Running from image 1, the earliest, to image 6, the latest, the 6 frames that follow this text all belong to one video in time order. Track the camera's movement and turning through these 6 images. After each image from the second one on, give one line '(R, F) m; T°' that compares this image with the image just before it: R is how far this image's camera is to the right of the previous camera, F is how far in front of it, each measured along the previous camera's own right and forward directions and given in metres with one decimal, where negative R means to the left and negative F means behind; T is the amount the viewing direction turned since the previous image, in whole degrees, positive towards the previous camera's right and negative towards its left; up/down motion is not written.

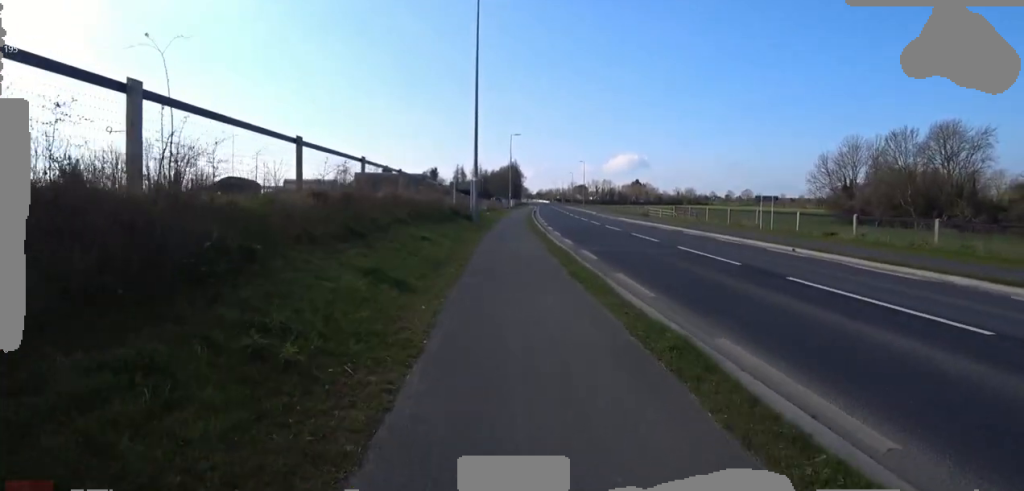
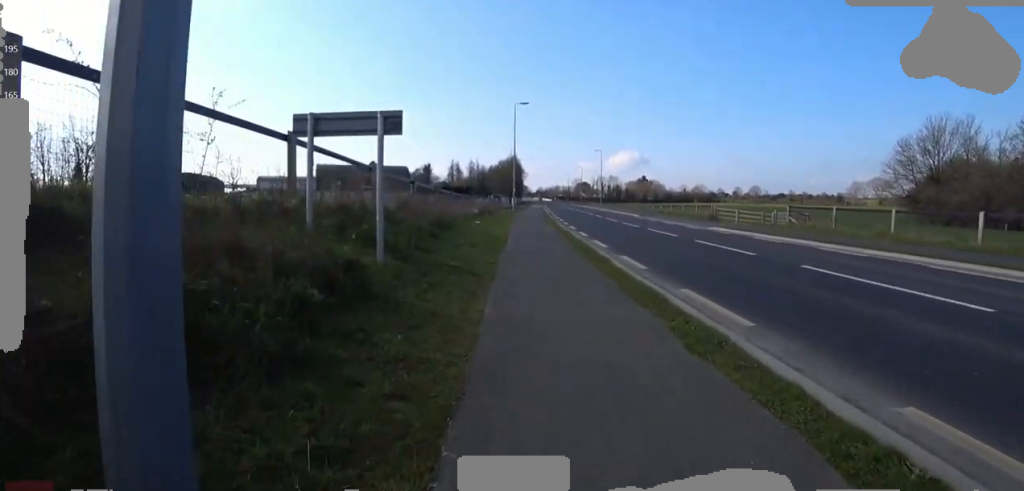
(0.0, +17.8) m; 0°
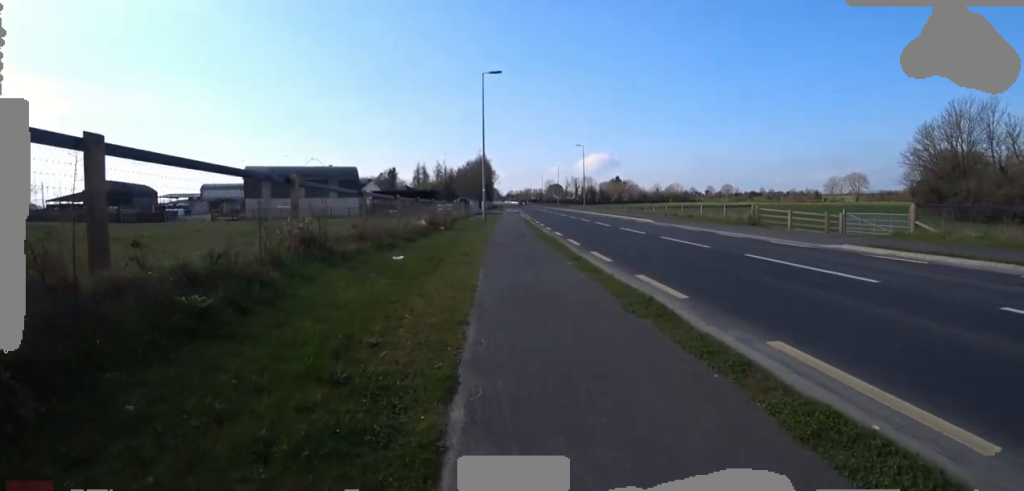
(+0.1, +10.6) m; +5°
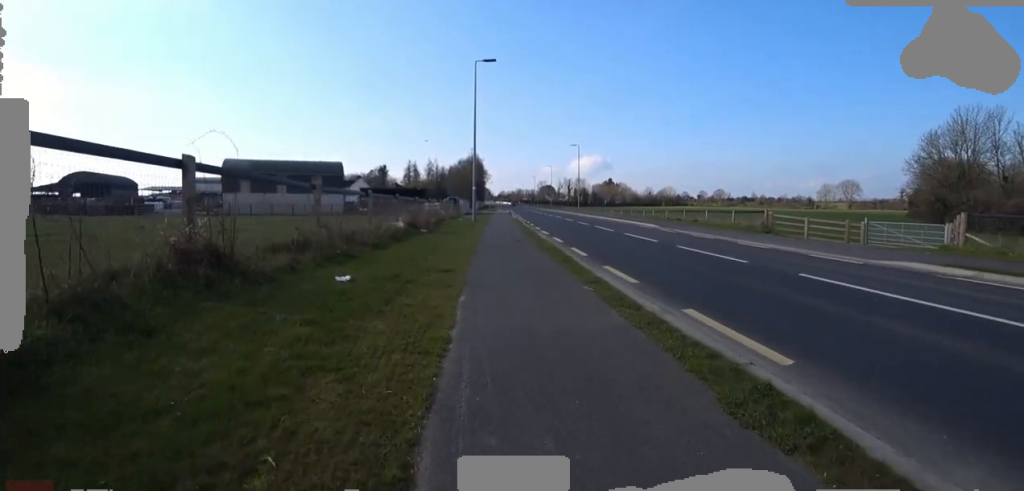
(-0.1, +2.4) m; +3°
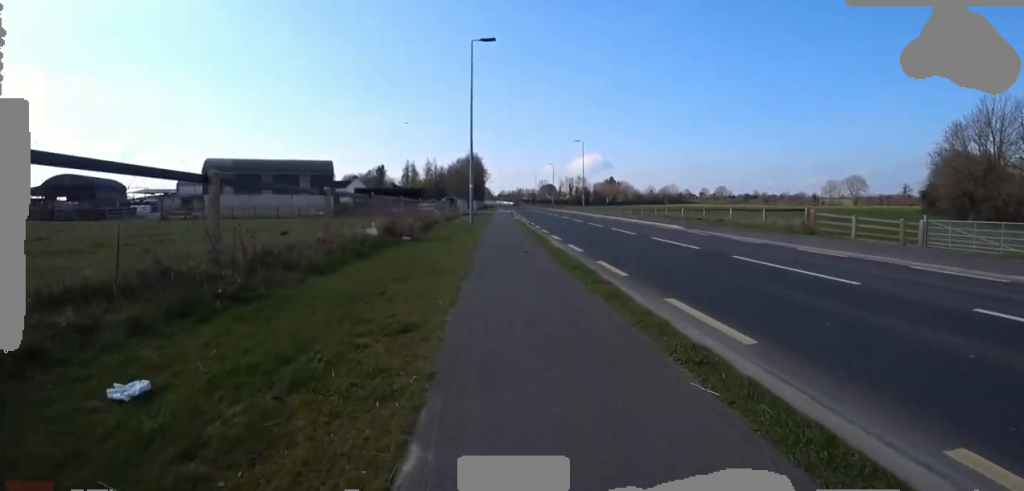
(+0.3, +3.4) m; 0°
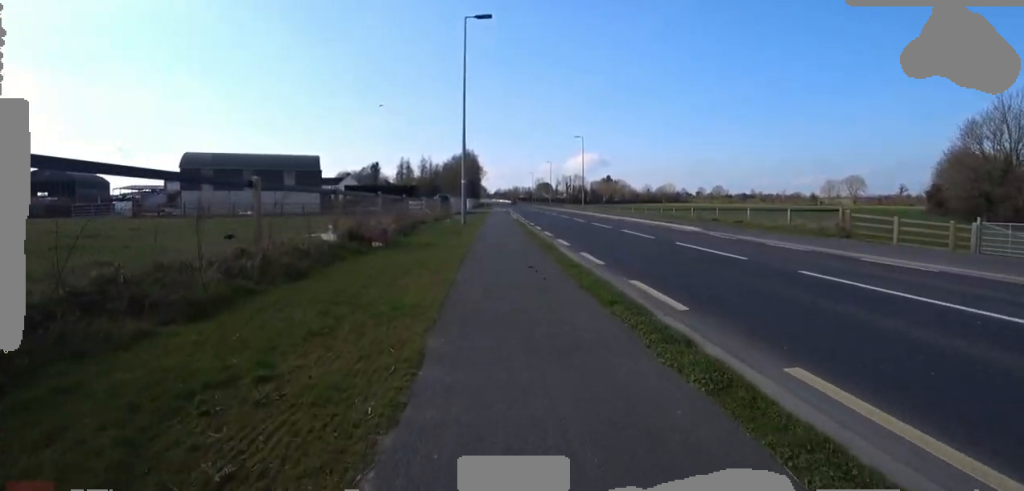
(+0.2, +2.6) m; -1°
